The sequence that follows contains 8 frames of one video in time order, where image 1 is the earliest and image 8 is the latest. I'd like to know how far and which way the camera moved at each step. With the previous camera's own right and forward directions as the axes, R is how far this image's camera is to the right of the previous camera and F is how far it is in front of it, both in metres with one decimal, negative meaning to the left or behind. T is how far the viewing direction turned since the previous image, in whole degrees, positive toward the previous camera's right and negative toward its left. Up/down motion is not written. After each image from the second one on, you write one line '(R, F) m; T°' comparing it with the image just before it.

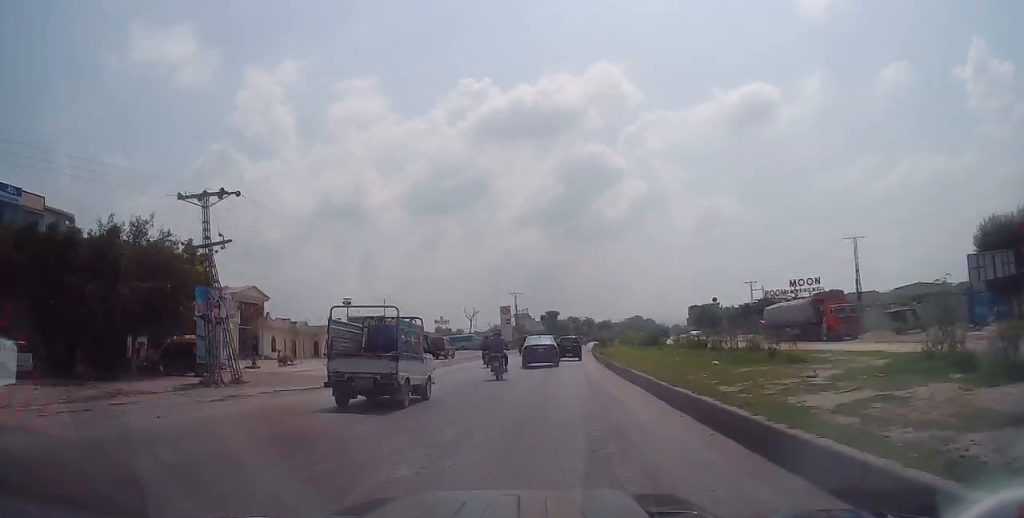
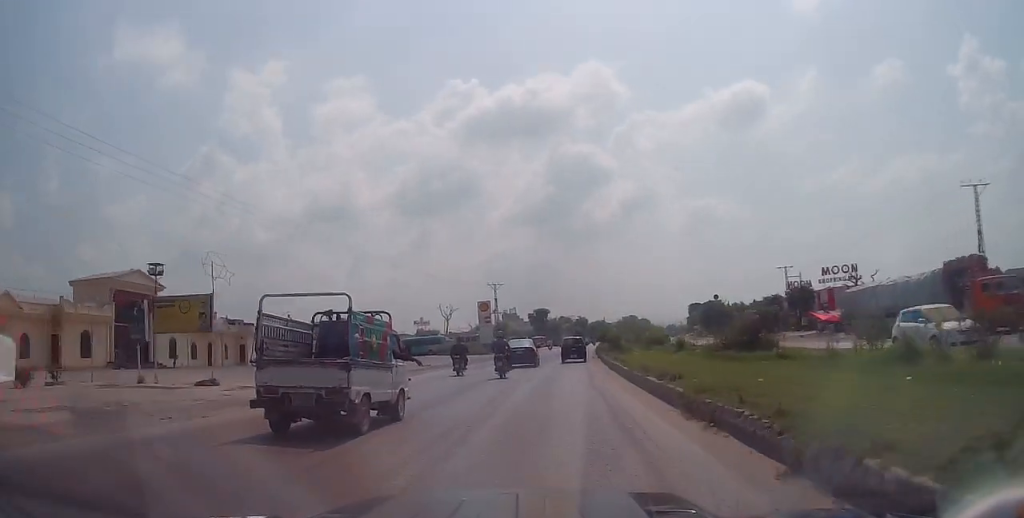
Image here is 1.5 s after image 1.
(+0.2, +20.6) m; +2°
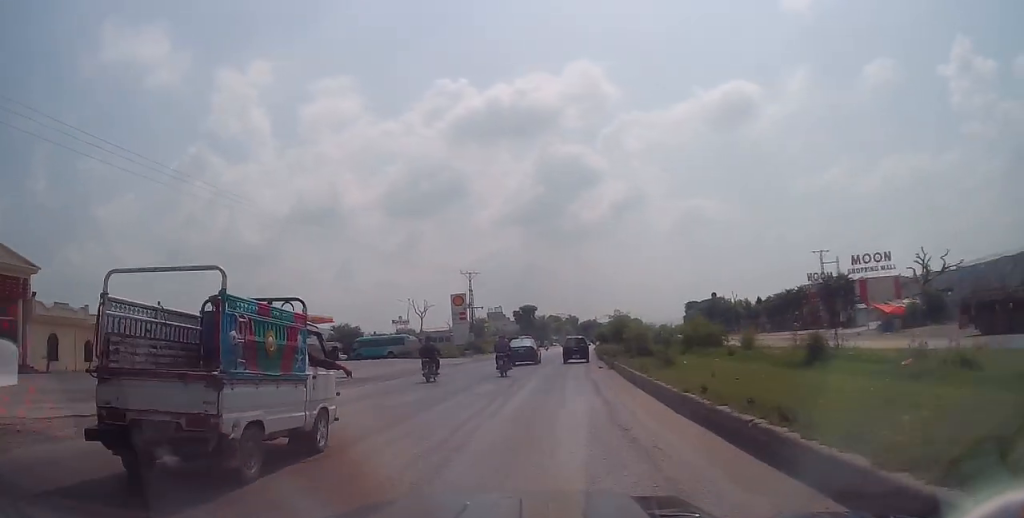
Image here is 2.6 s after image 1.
(+0.3, +15.7) m; +2°
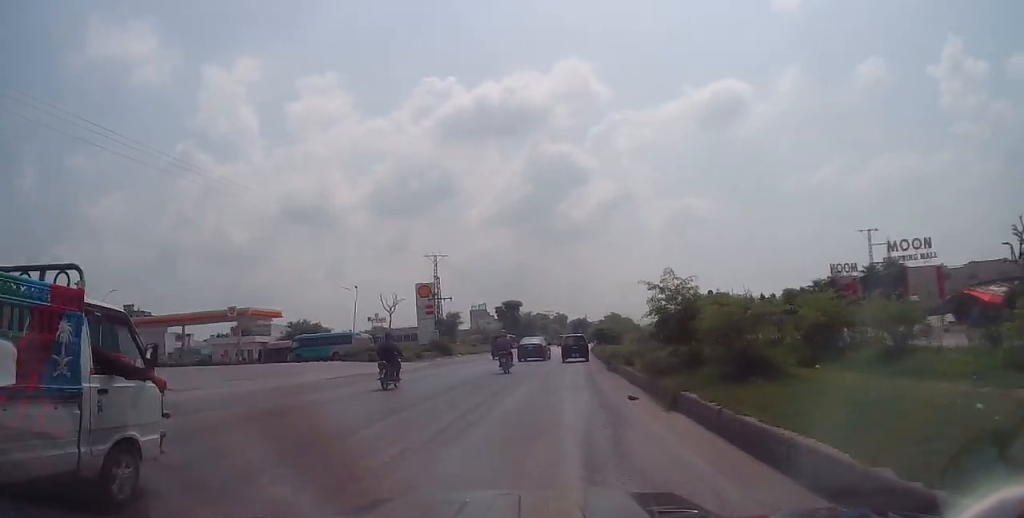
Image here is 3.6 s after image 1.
(+0.3, +14.5) m; -1°
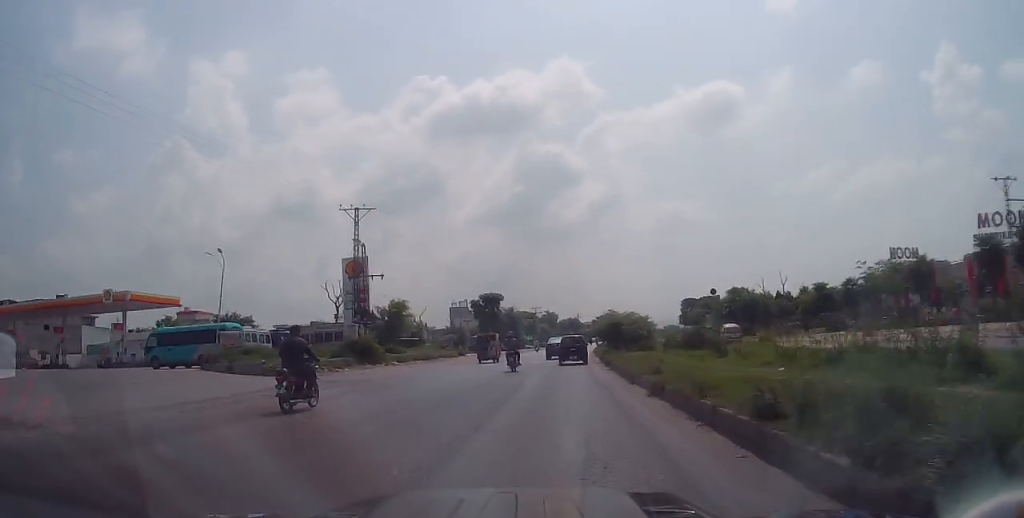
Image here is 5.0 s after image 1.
(-0.2, +21.5) m; +1°
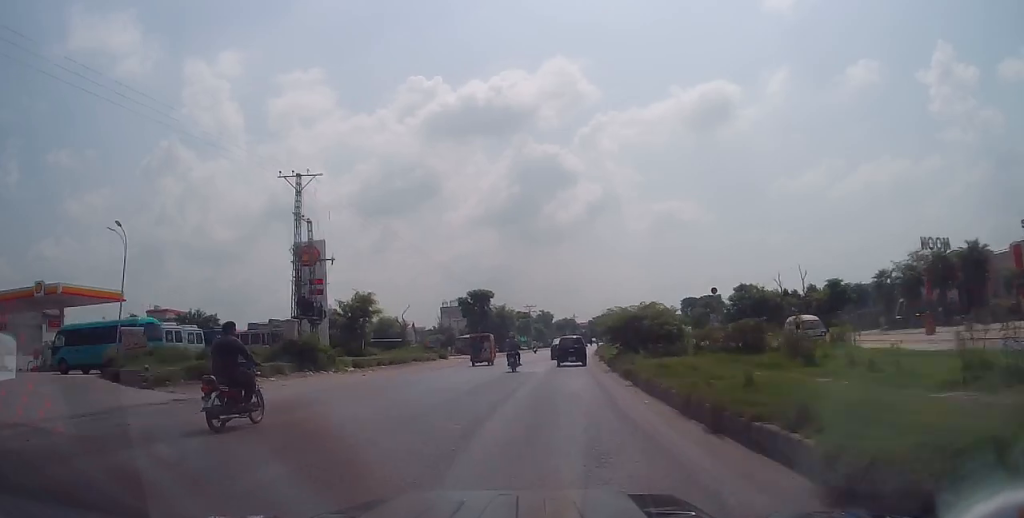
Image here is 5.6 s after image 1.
(+0.1, +8.4) m; +1°
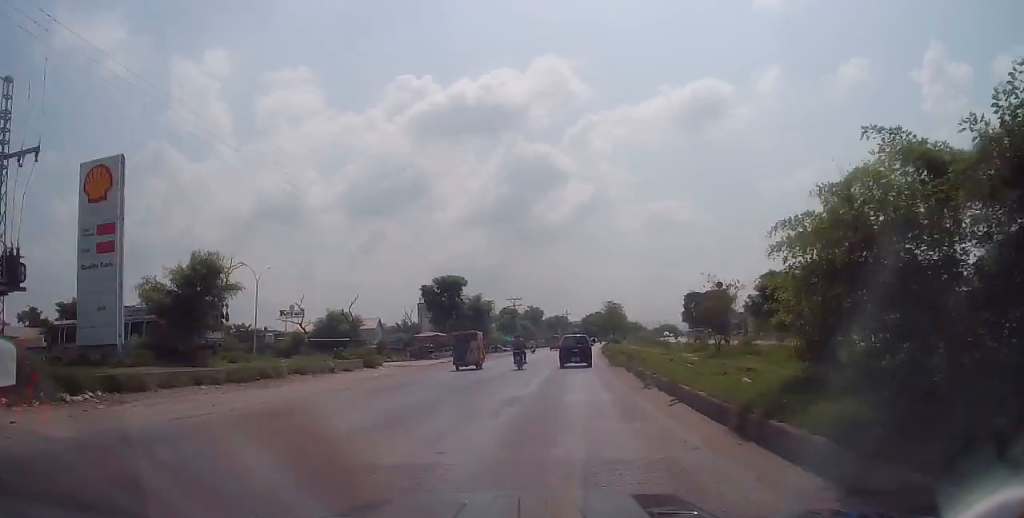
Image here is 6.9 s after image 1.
(+0.1, +19.9) m; 0°
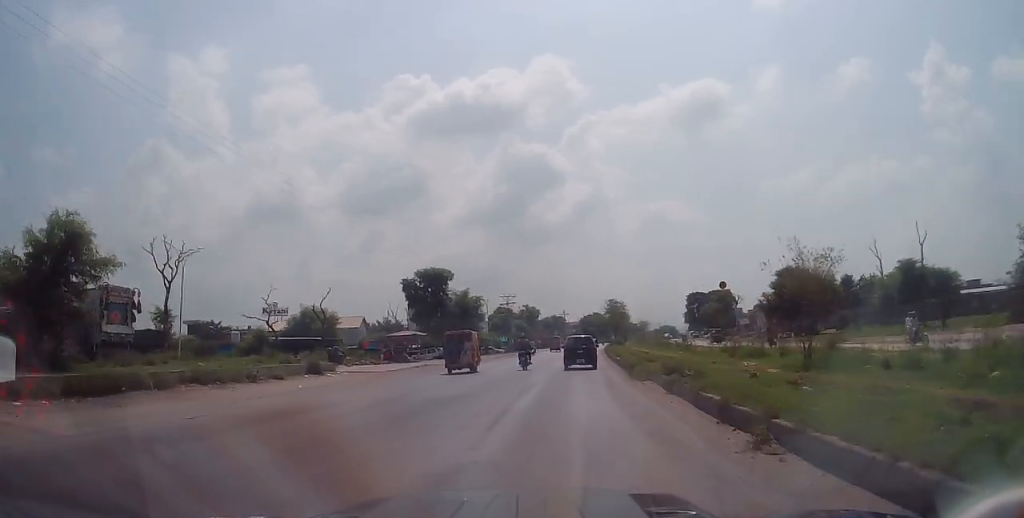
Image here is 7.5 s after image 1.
(+0.1, +7.9) m; 0°
